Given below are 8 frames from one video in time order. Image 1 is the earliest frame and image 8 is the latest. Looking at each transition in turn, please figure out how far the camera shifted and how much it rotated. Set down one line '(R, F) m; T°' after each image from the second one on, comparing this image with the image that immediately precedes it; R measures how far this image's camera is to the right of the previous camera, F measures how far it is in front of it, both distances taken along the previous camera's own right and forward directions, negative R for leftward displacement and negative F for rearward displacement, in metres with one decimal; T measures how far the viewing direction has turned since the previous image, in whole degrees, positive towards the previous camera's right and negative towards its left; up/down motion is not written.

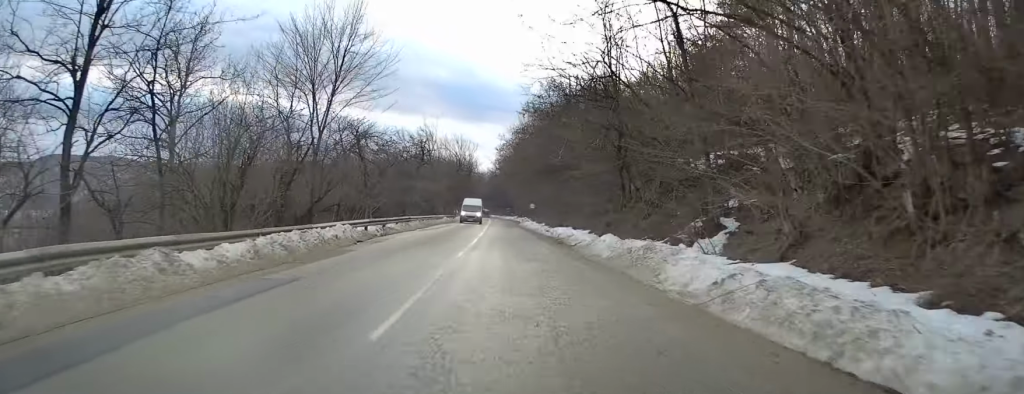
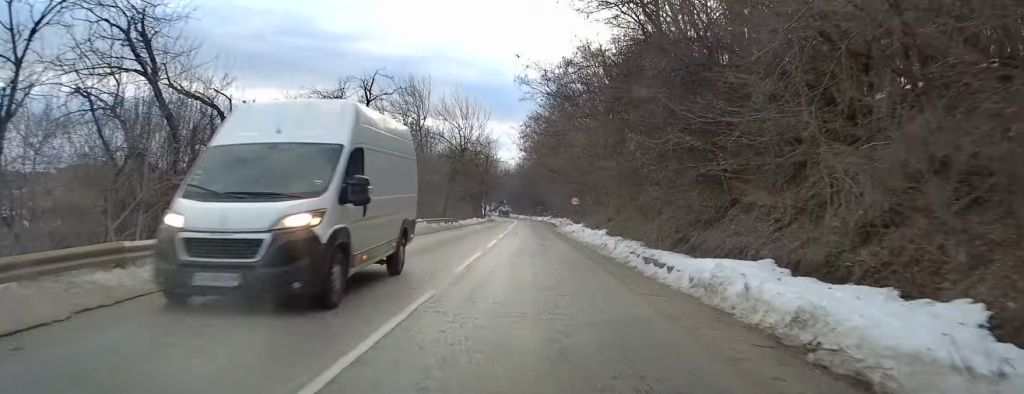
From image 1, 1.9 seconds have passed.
(-1.0, +28.6) m; -3°
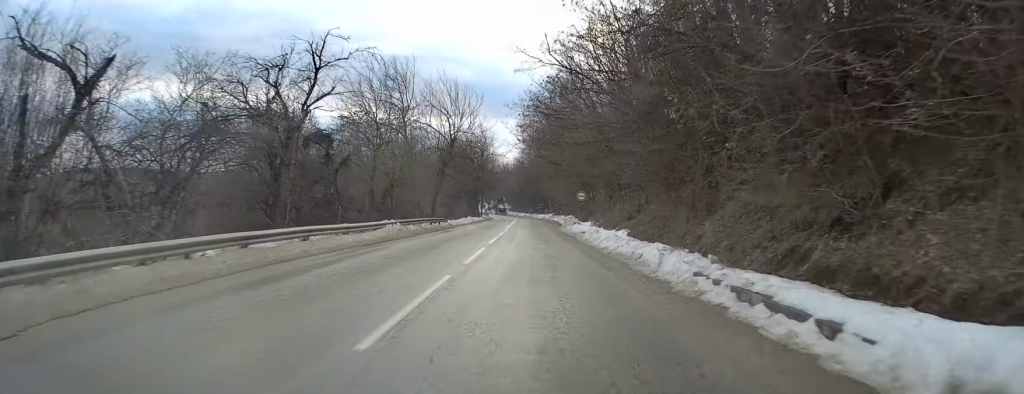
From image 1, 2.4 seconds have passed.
(+0.1, +7.1) m; 0°
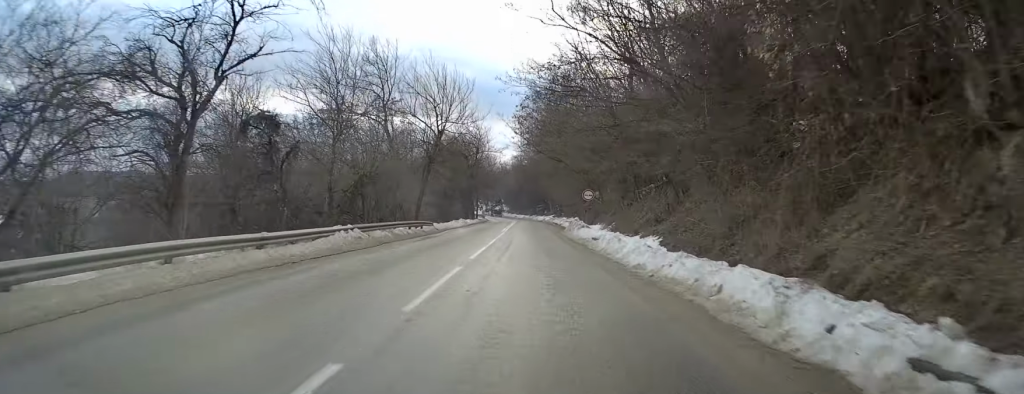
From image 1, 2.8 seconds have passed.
(0.0, +6.7) m; 0°
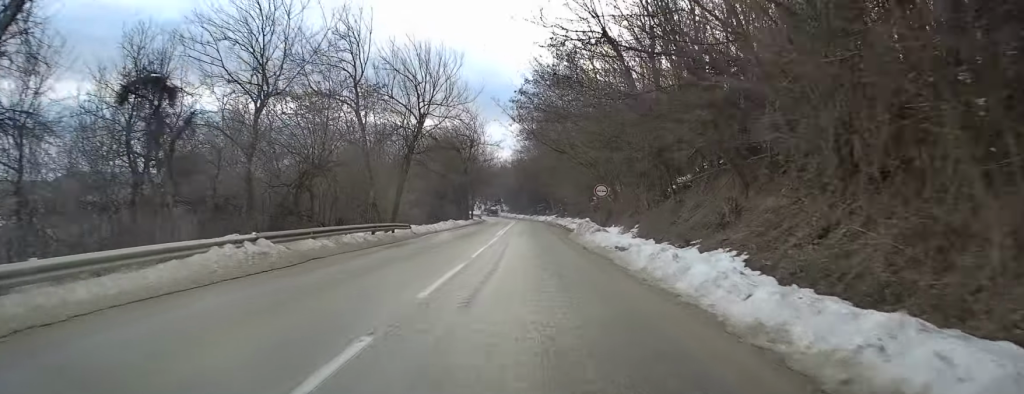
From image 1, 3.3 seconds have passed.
(-0.1, +7.7) m; 0°
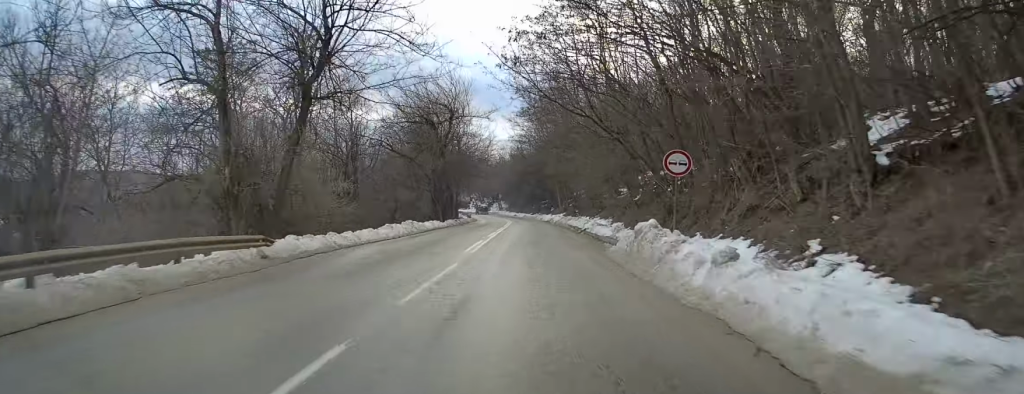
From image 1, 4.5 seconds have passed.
(+0.1, +18.0) m; +1°
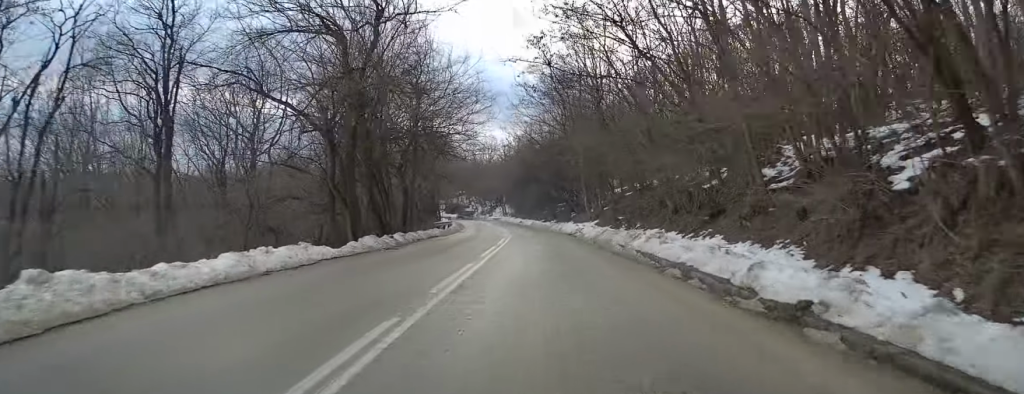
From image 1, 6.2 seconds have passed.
(-0.7, +26.5) m; -3°
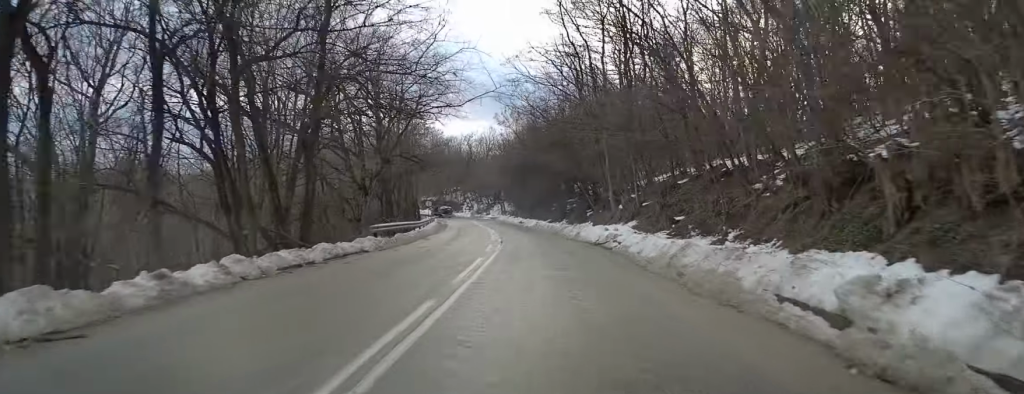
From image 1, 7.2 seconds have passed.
(0.0, +15.6) m; 0°
